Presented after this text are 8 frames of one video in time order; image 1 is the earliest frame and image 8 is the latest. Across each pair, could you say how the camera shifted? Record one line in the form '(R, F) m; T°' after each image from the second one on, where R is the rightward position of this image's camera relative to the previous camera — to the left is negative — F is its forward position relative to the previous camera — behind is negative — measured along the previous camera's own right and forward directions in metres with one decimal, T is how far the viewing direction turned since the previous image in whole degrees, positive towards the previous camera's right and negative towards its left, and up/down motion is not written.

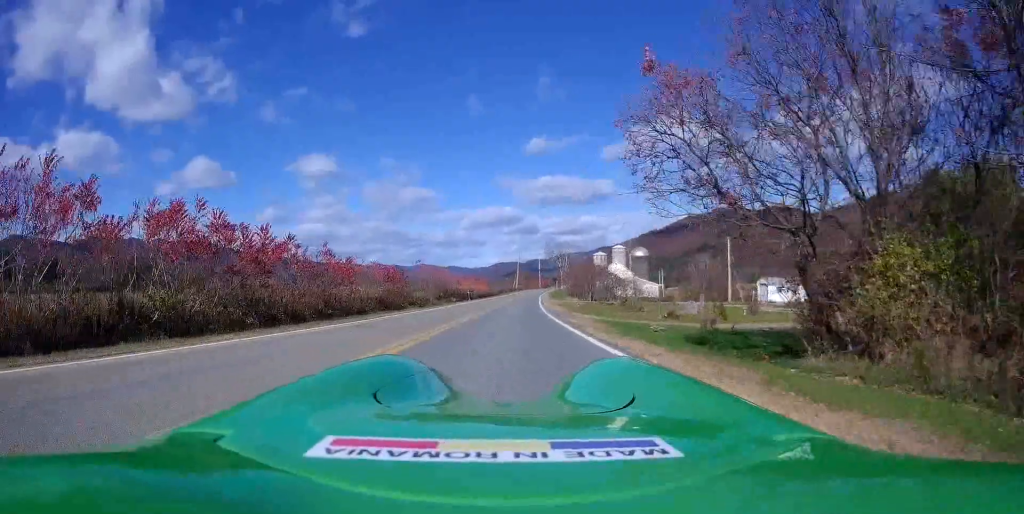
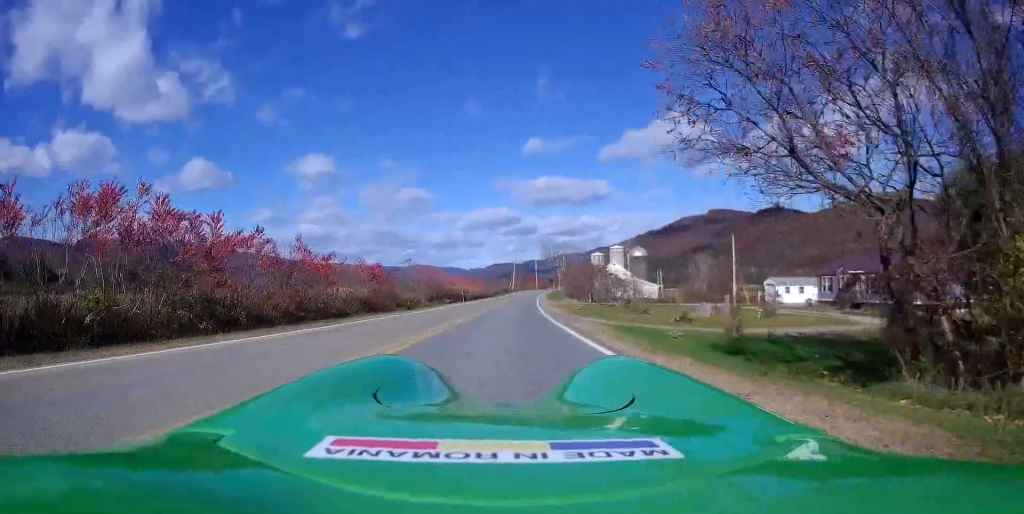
(-0.1, +3.5) m; 0°
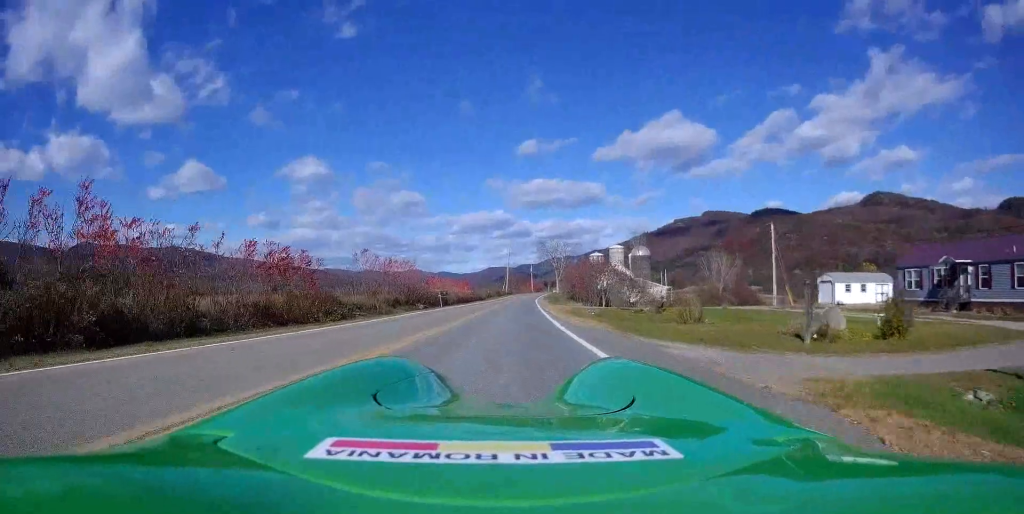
(+0.7, +15.9) m; +3°
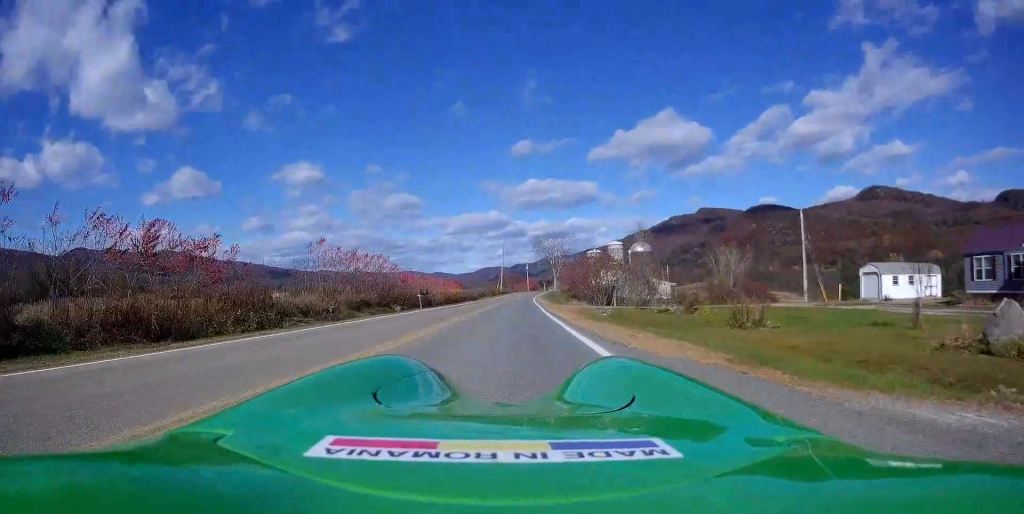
(+0.1, +9.2) m; +3°
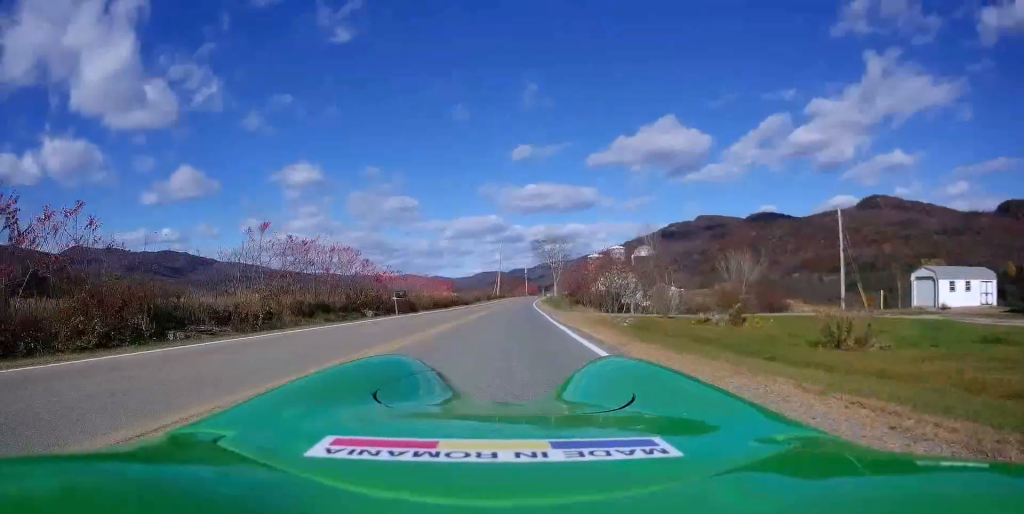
(+0.3, +8.4) m; 0°
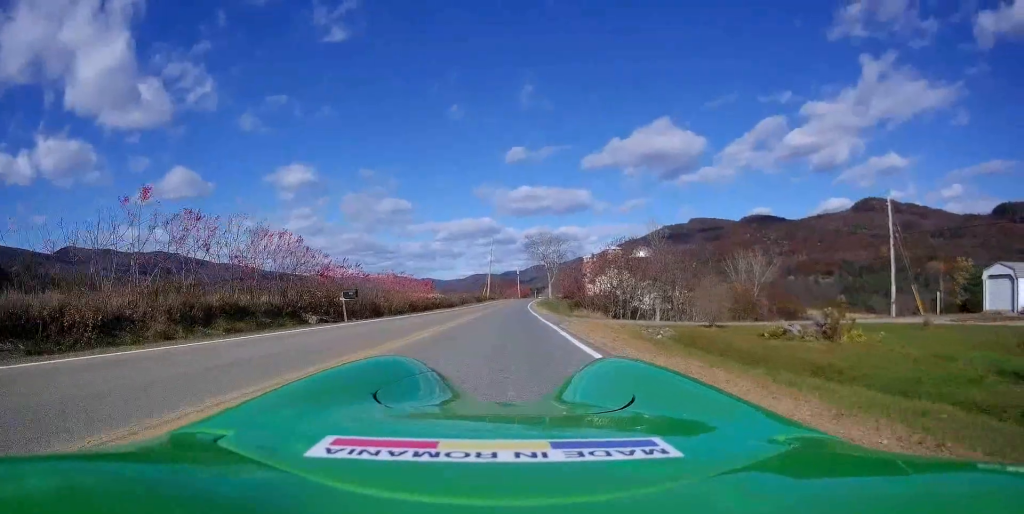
(-0.4, +9.7) m; -2°
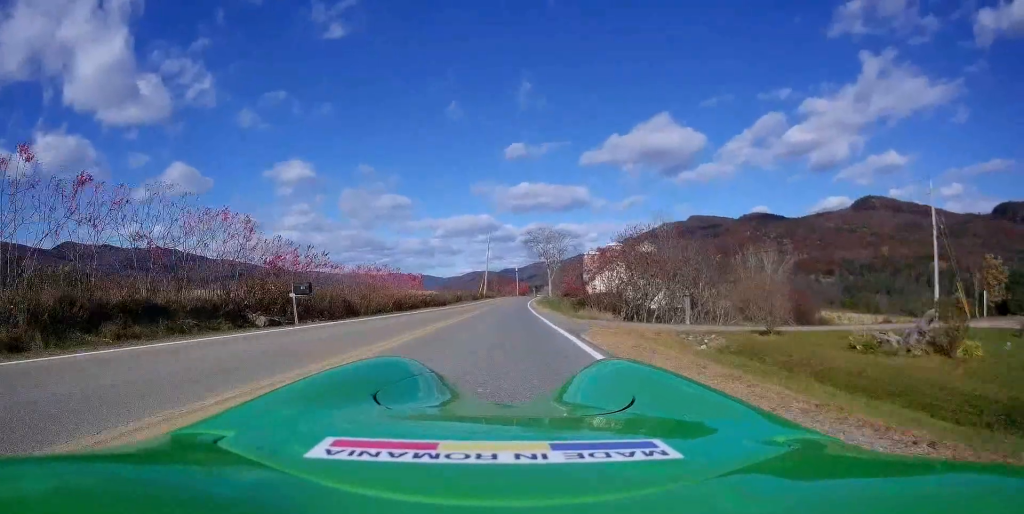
(0.0, +6.1) m; +2°
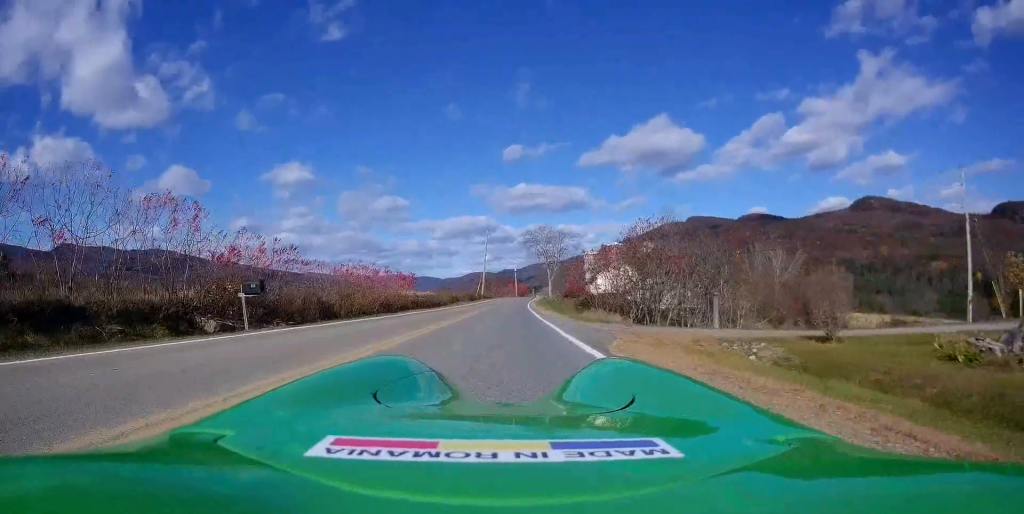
(+0.1, +4.0) m; 0°
